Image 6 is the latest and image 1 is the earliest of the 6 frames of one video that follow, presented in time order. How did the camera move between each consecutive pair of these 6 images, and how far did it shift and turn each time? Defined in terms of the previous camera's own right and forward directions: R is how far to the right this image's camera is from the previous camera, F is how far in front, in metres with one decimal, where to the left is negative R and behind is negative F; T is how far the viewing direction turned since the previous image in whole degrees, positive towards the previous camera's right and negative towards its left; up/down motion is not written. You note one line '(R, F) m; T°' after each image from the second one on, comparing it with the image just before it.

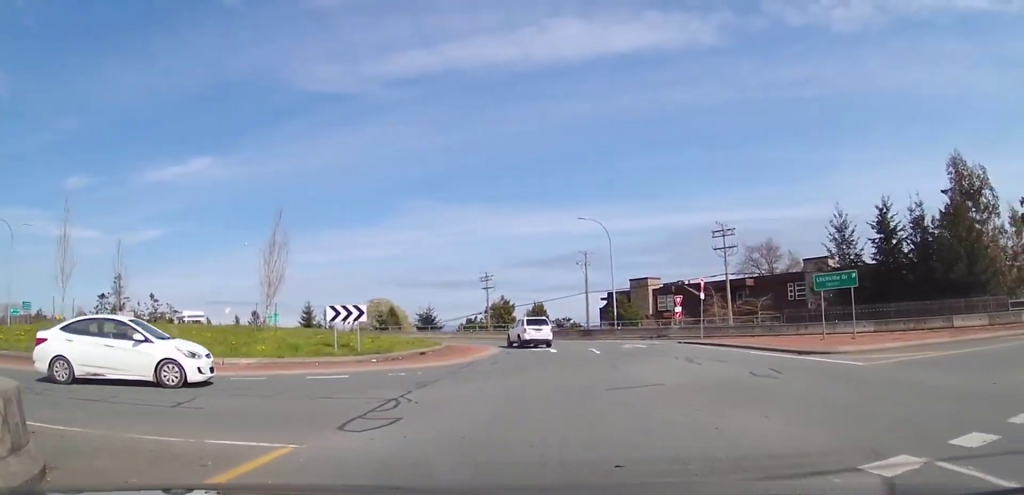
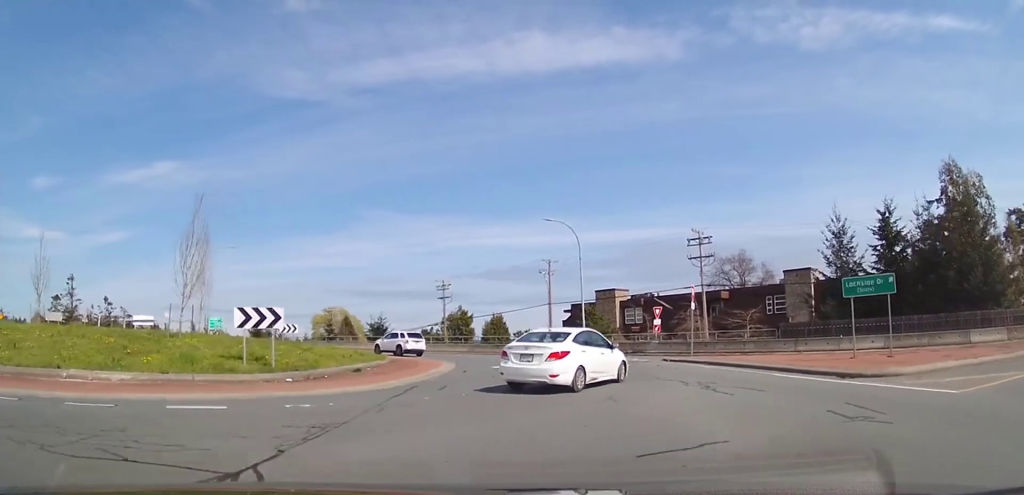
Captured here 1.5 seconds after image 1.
(0.0, +3.1) m; +1°
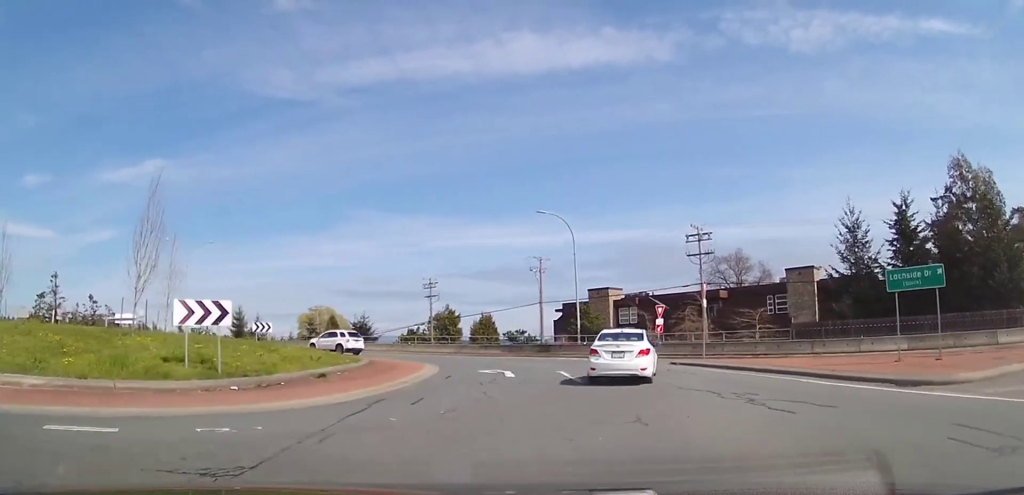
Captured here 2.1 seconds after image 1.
(+0.1, +1.8) m; +4°
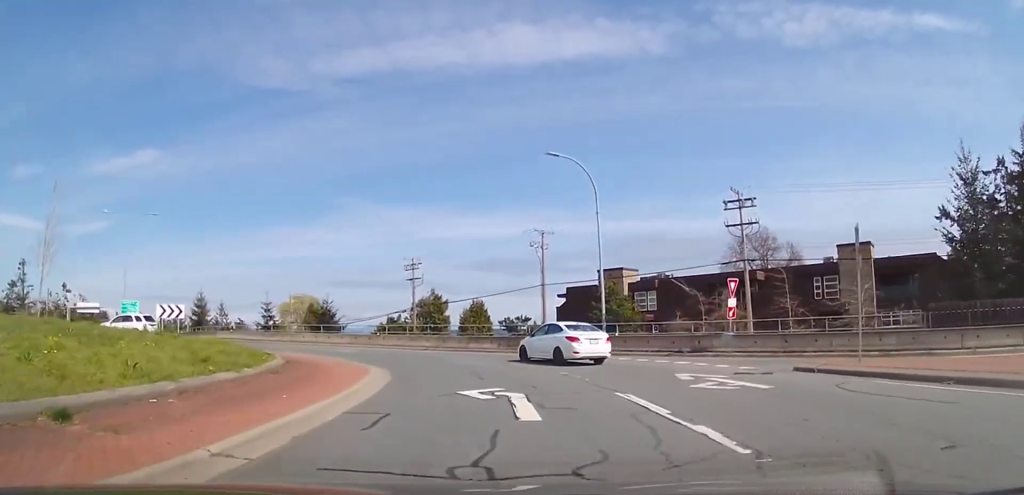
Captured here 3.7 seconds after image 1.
(+0.6, +8.0) m; +5°
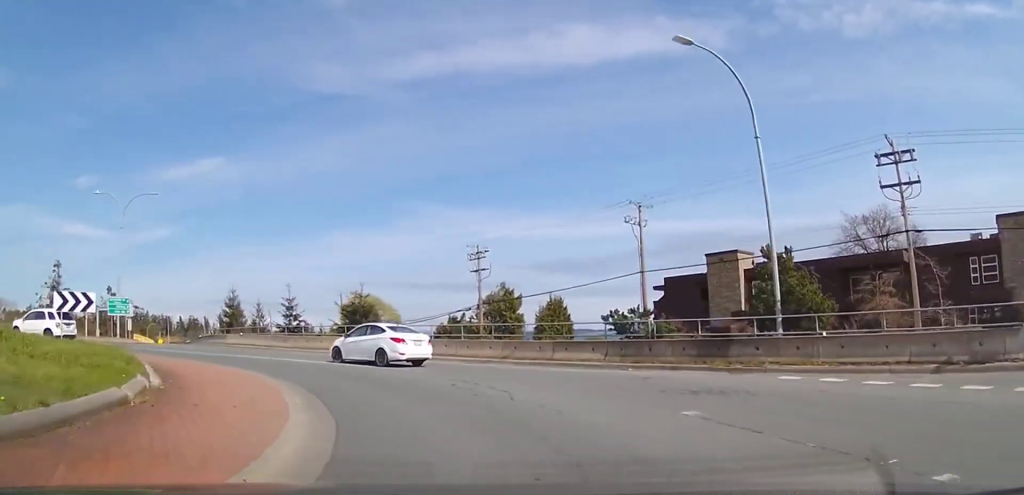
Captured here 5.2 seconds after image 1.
(+0.4, +10.6) m; +6°
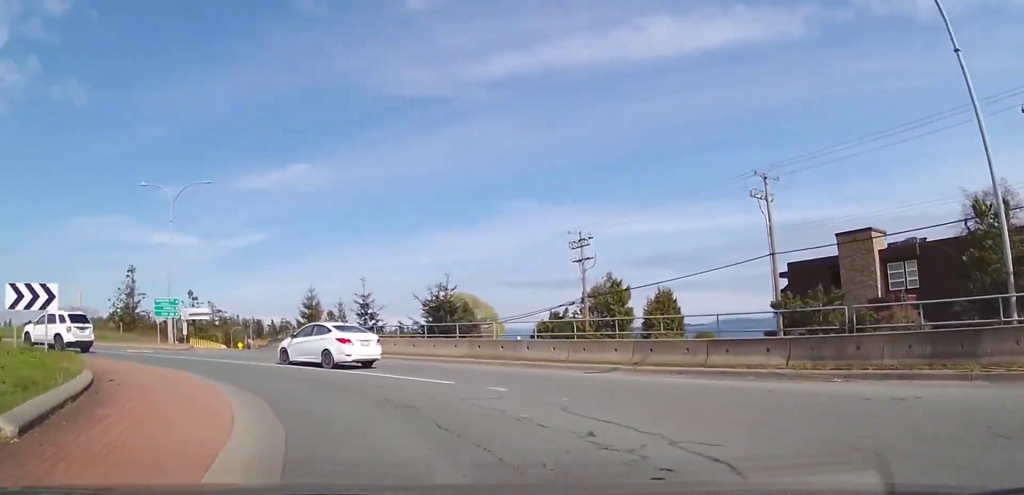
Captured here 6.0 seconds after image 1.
(+0.2, +5.5) m; +9°
